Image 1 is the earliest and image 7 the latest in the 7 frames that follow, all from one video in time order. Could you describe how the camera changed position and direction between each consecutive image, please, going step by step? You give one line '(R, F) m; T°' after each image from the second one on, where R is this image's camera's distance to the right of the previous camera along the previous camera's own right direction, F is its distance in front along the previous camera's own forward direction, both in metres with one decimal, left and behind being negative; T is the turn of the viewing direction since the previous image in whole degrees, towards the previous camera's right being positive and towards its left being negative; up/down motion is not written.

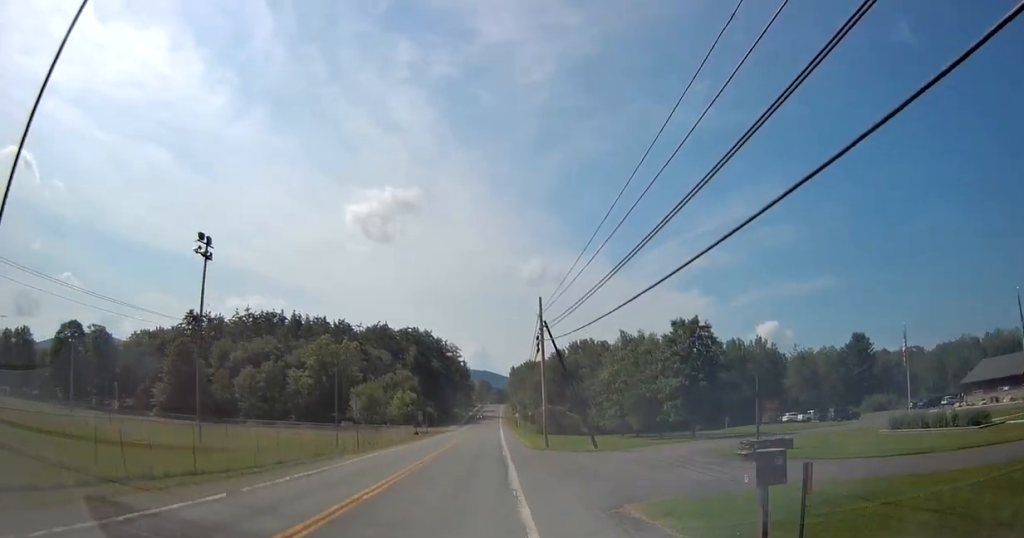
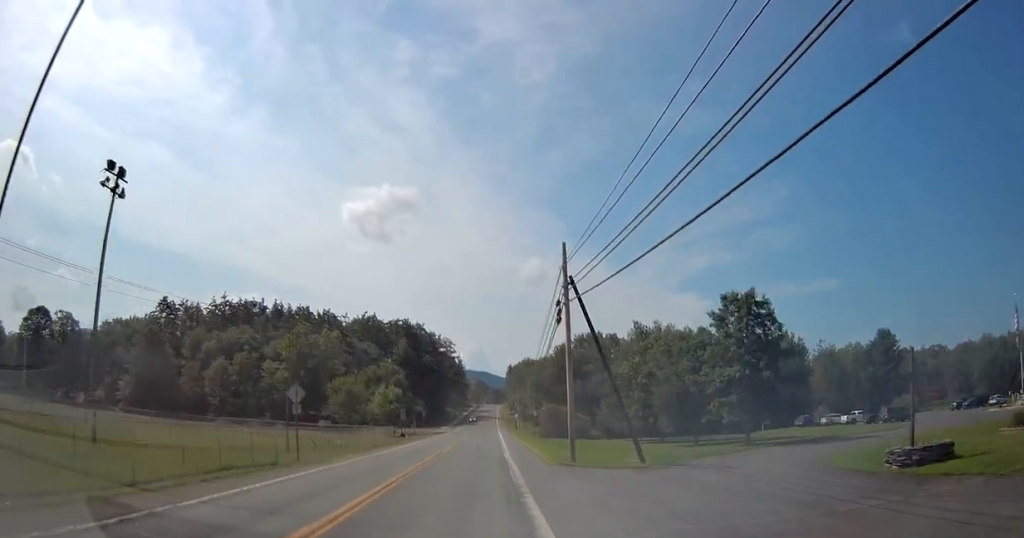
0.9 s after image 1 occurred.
(-0.1, +13.2) m; +1°
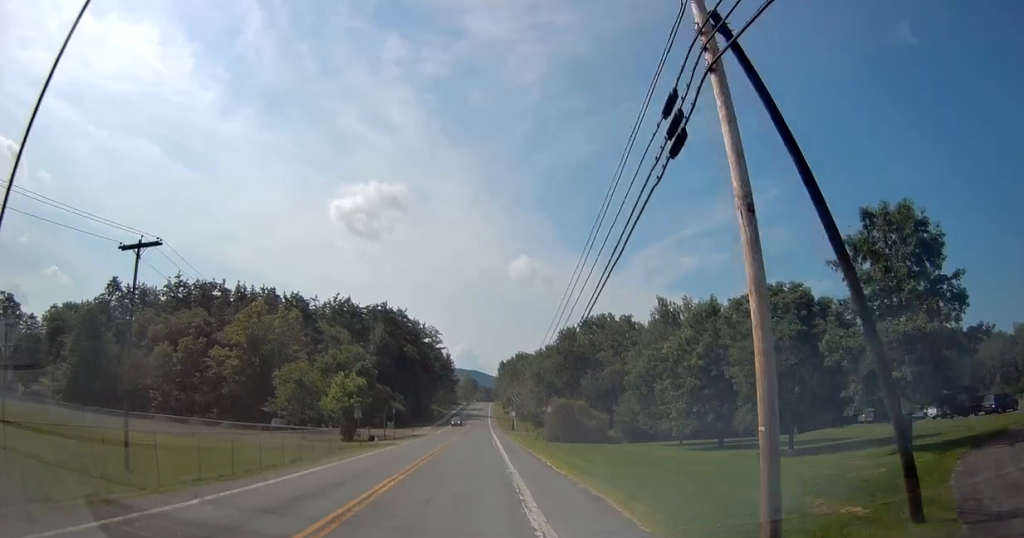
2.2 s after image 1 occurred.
(+0.6, +19.9) m; +2°
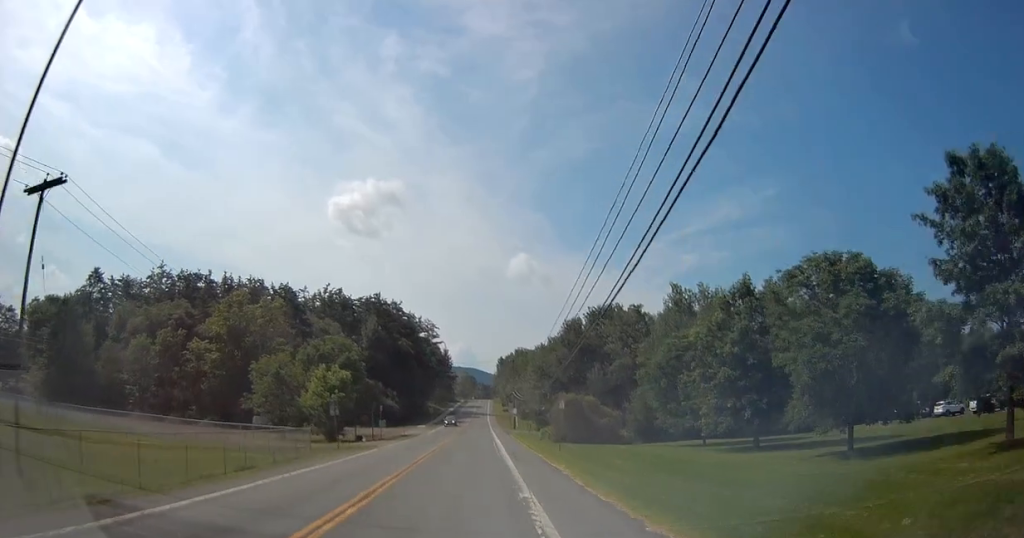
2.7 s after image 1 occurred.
(+0.1, +7.0) m; 0°
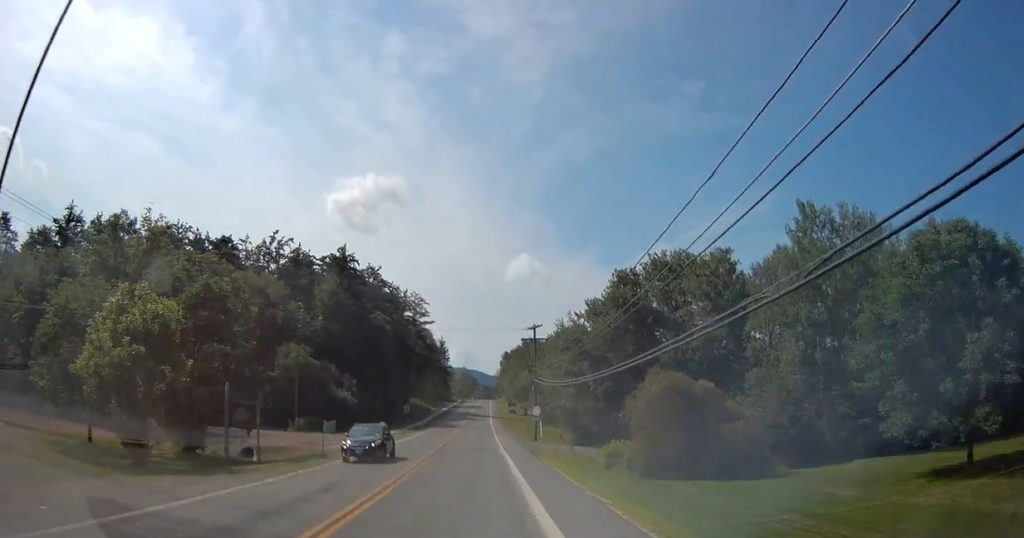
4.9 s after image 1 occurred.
(-0.3, +33.9) m; 0°
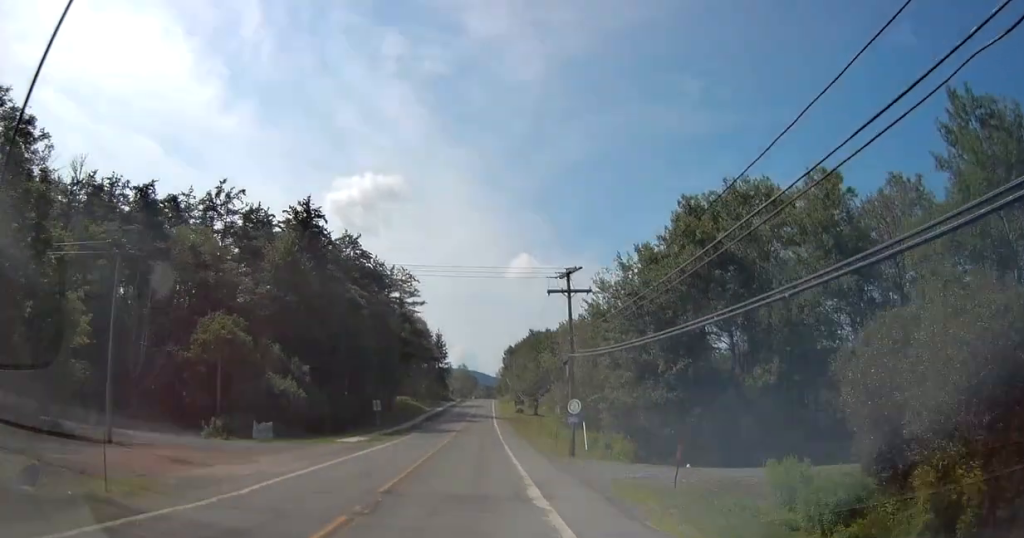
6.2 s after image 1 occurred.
(0.0, +20.2) m; -1°
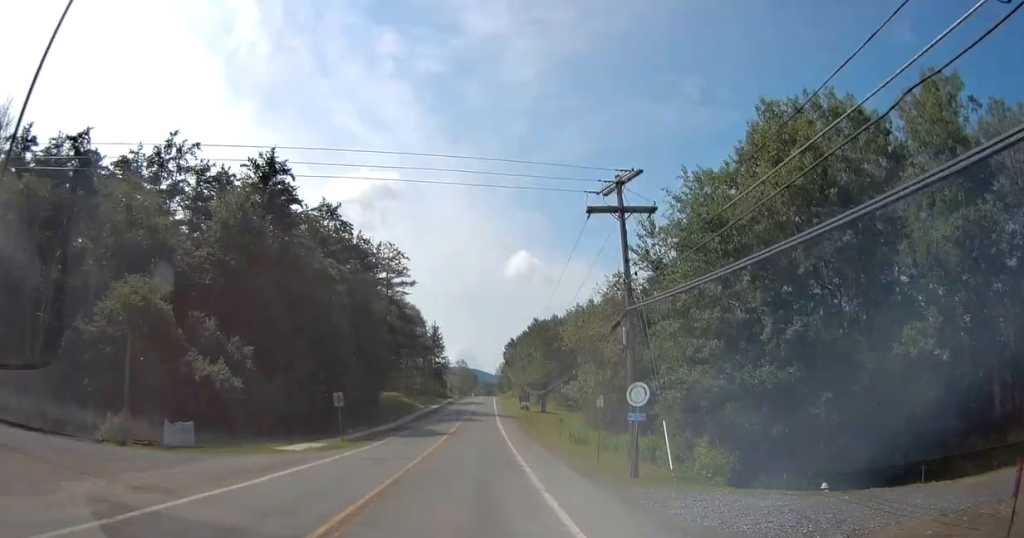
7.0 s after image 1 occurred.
(-0.1, +13.0) m; 0°
